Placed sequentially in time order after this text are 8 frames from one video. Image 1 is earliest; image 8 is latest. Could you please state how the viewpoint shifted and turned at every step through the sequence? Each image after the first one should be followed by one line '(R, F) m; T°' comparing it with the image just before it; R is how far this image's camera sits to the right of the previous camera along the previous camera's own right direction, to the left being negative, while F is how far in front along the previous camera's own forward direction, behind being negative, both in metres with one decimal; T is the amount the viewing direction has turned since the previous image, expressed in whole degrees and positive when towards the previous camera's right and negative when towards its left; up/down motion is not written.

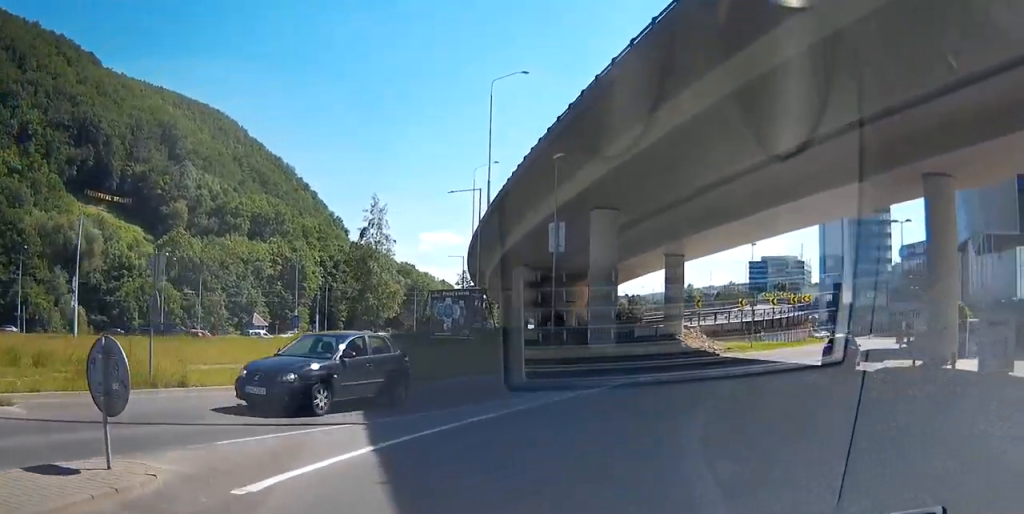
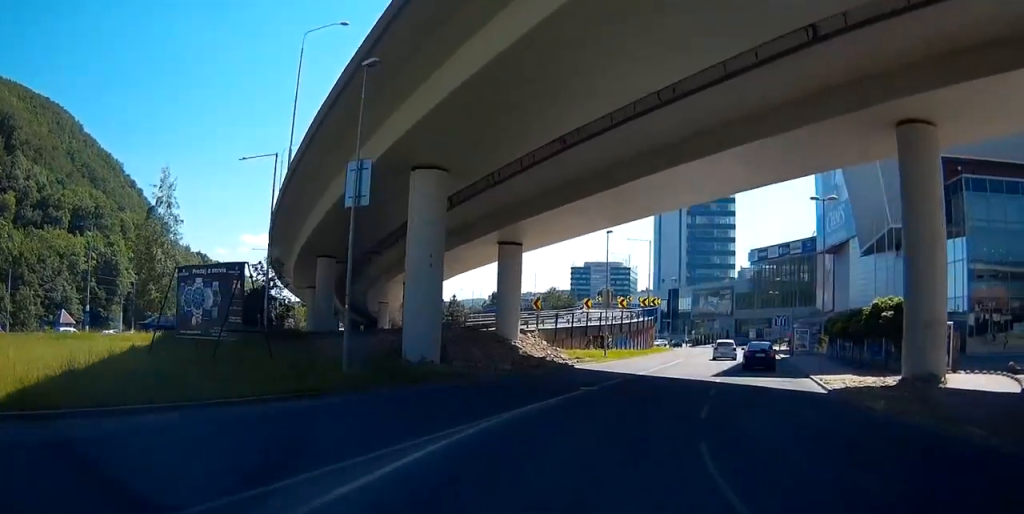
(+0.2, +11.1) m; +6°
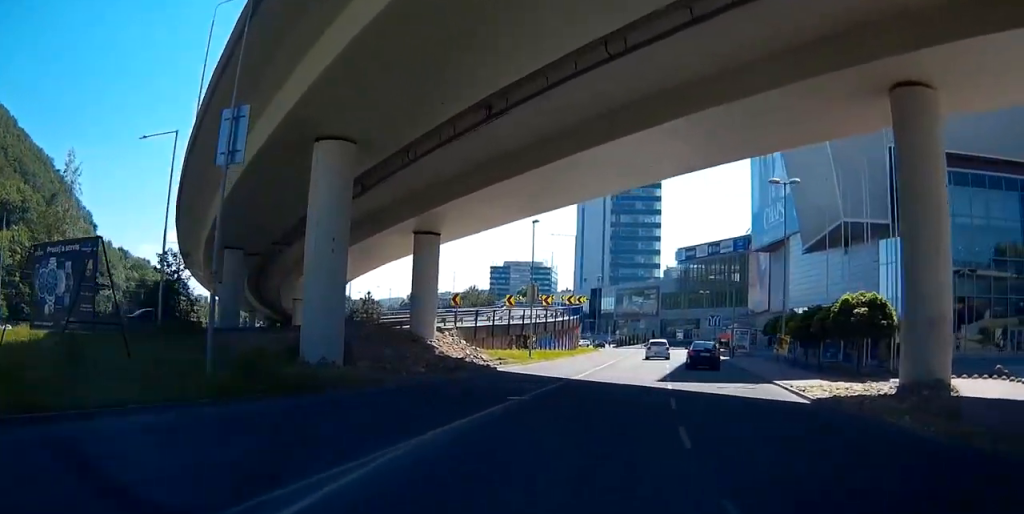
(+0.3, +4.6) m; +3°
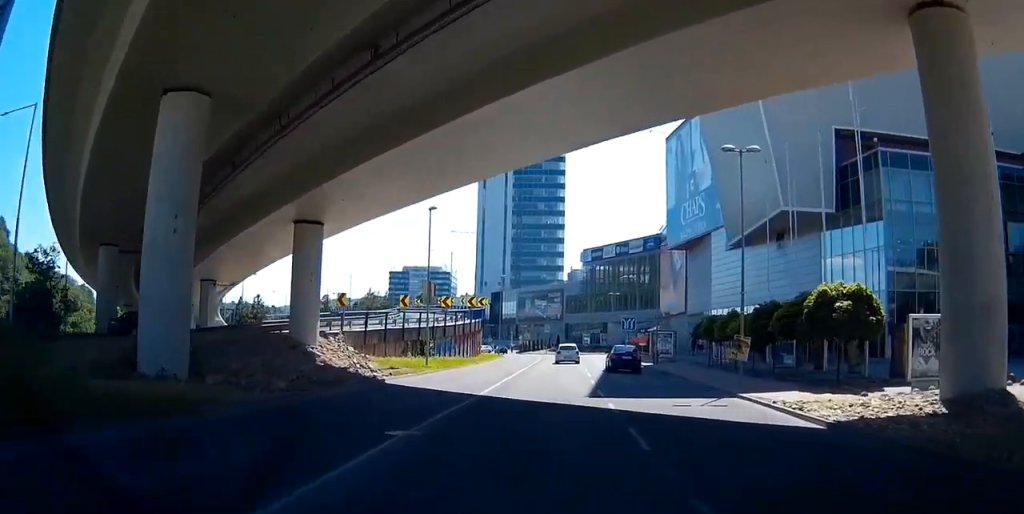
(+0.2, +6.2) m; +4°
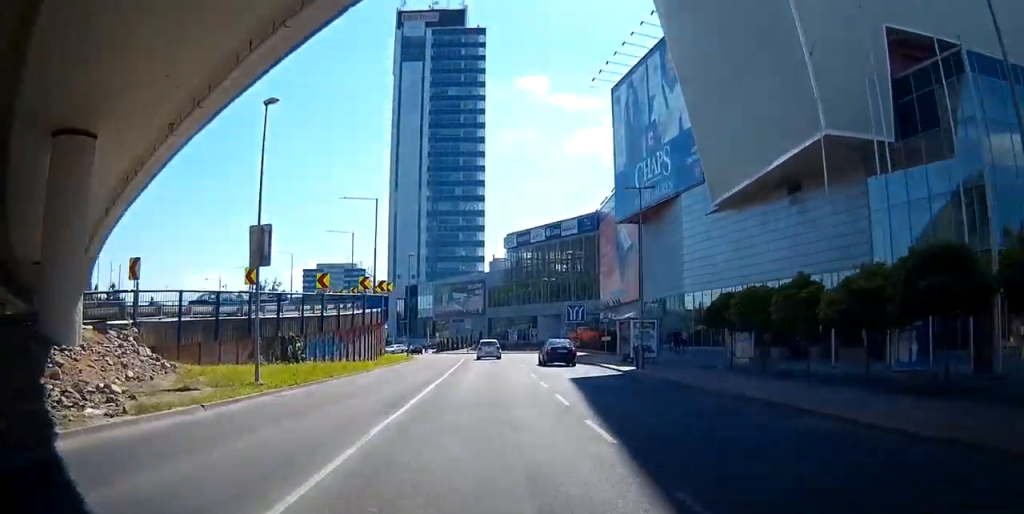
(+1.2, +16.6) m; +7°
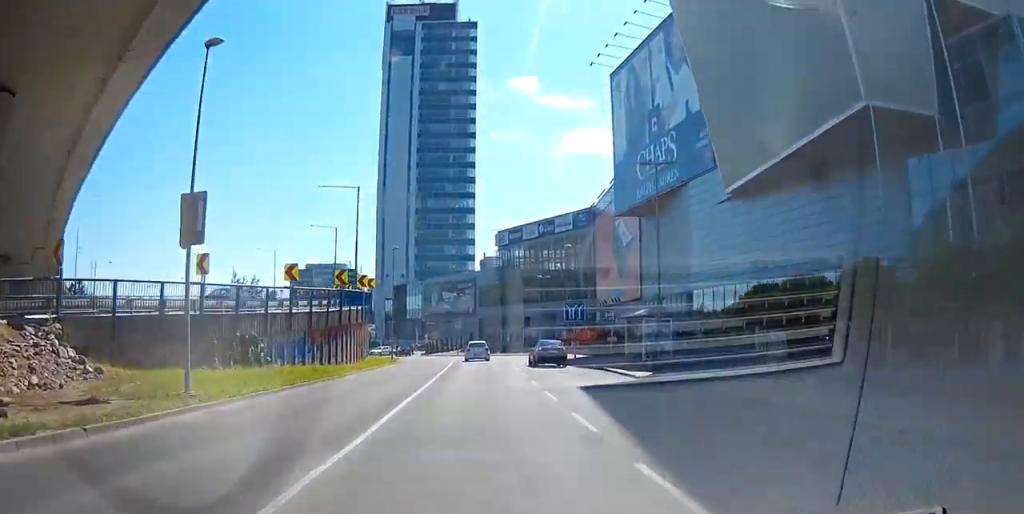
(0.0, +4.4) m; 0°
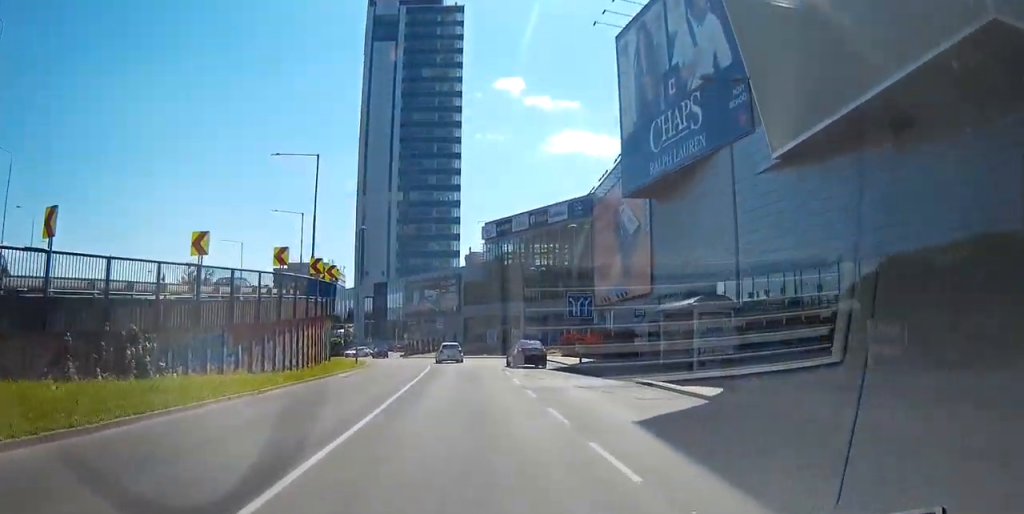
(0.0, +9.2) m; 0°
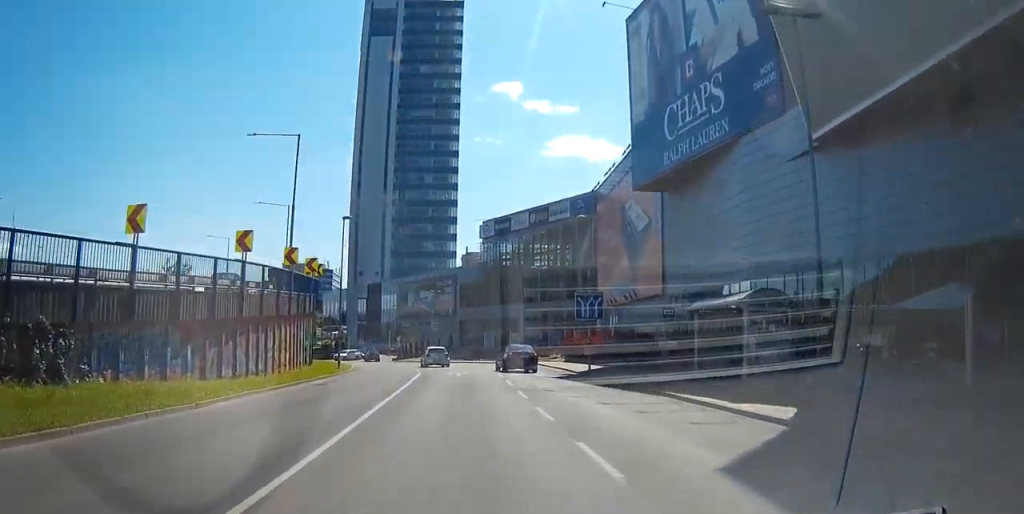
(0.0, +4.5) m; 0°
